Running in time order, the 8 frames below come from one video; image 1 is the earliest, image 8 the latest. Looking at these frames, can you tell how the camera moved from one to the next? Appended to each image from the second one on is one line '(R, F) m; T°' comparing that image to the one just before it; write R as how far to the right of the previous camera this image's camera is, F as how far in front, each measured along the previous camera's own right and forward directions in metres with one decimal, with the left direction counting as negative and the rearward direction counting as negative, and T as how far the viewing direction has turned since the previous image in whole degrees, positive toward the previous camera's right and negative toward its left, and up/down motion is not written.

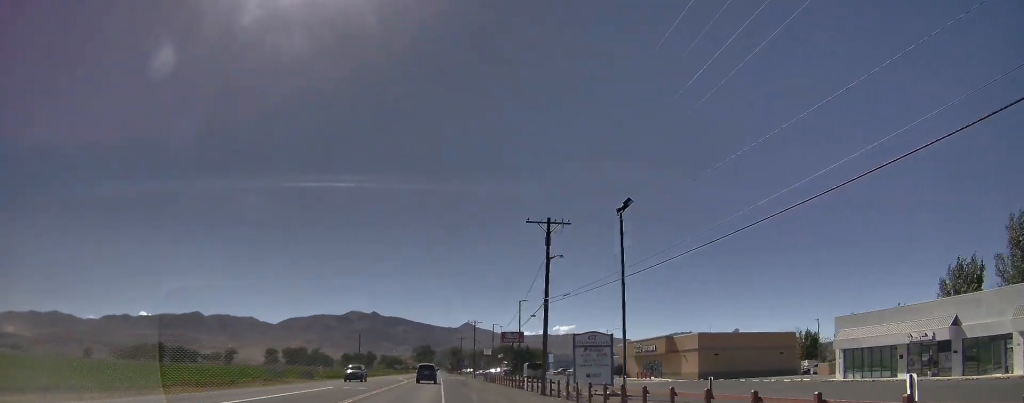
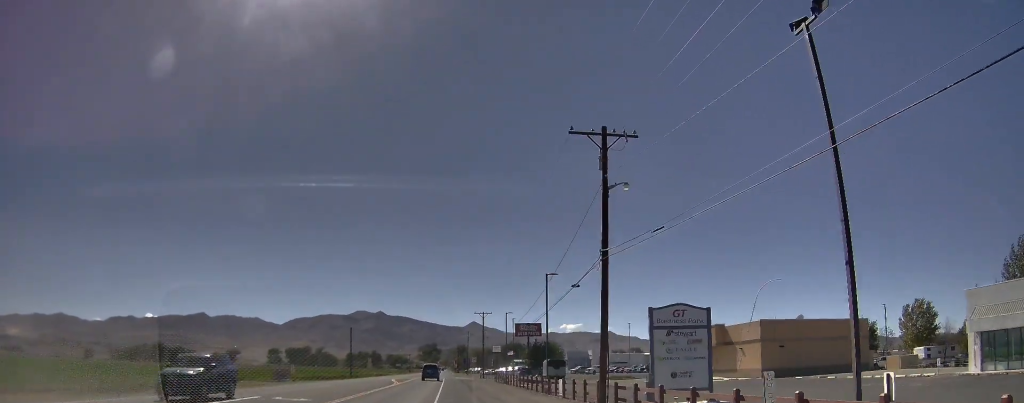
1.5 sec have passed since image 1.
(0.0, +15.3) m; 0°
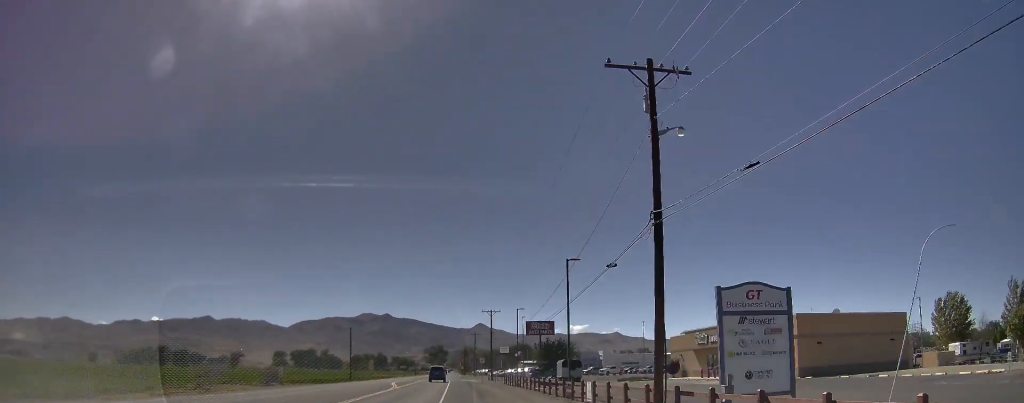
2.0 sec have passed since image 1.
(0.0, +6.2) m; 0°
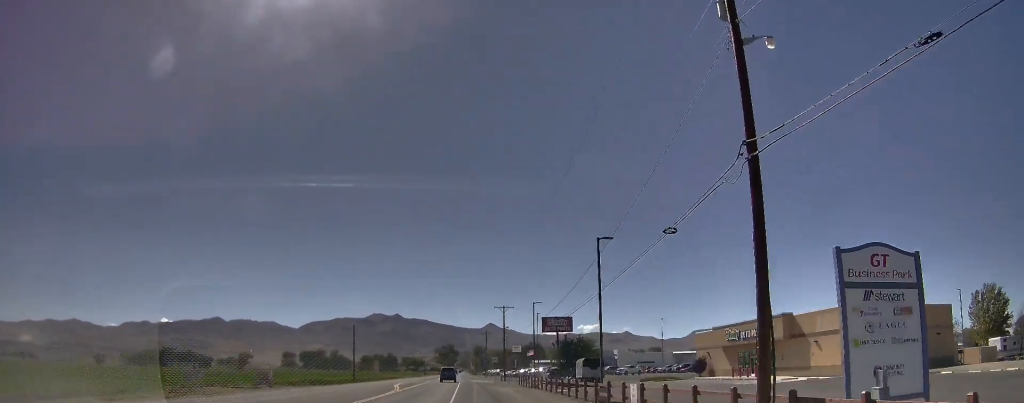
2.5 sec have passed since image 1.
(0.0, +6.1) m; 0°
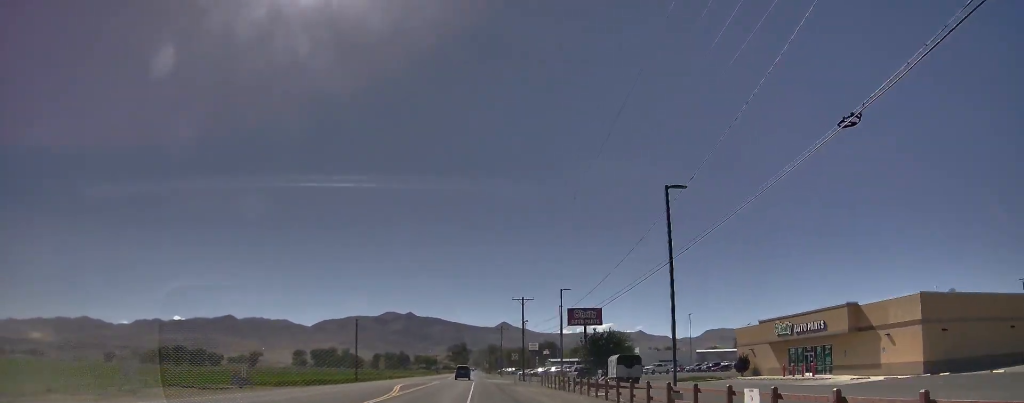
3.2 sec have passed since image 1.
(0.0, +9.2) m; 0°
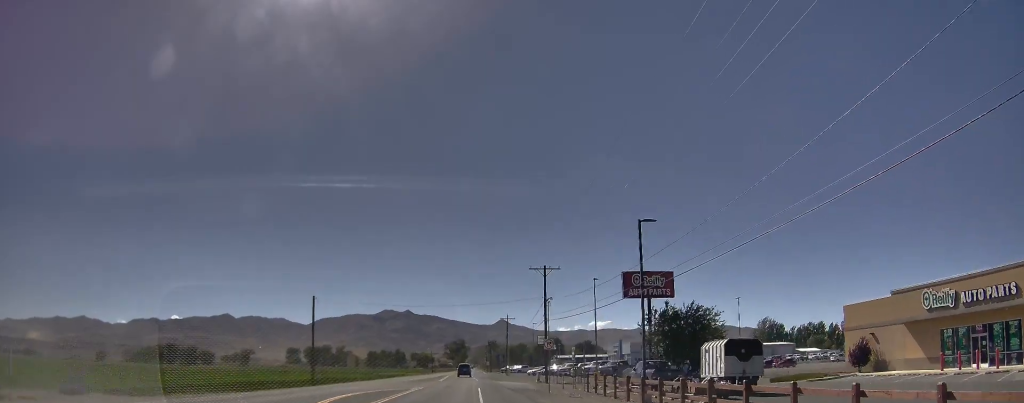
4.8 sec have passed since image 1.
(0.0, +23.6) m; 0°
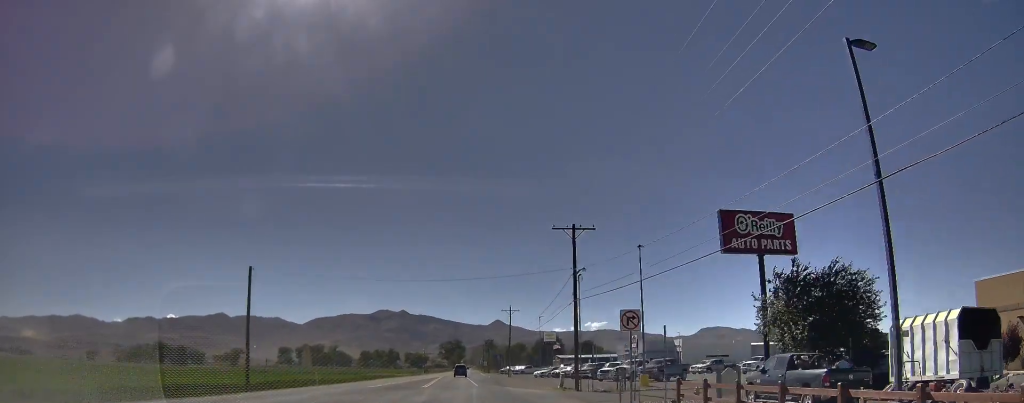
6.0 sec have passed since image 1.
(0.0, +18.7) m; +1°
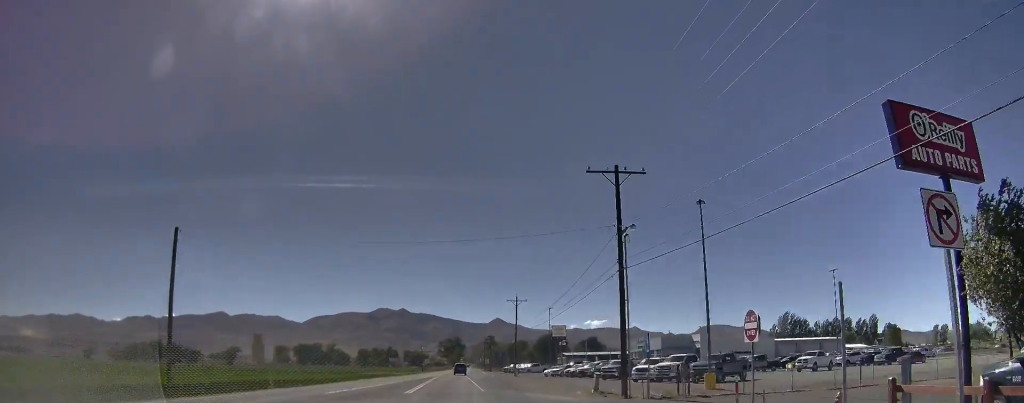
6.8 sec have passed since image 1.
(-0.1, +12.3) m; +3°
